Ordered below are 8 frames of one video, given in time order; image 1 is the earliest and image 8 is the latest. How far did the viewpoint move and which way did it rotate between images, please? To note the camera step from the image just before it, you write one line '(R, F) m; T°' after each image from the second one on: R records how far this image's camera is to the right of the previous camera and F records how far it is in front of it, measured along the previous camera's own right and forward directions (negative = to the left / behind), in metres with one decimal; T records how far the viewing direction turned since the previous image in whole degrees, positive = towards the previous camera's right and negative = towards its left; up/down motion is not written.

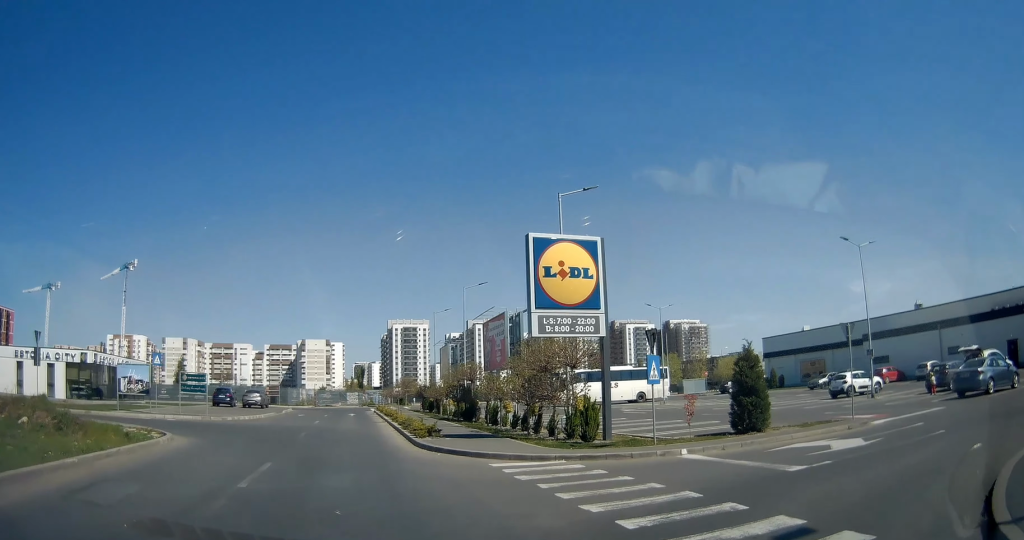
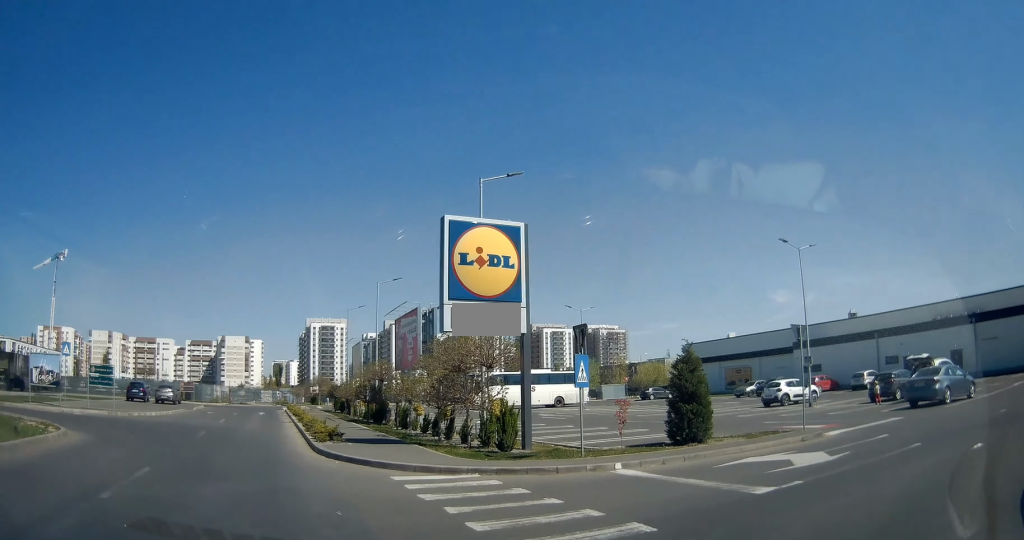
(-0.1, +1.9) m; +7°
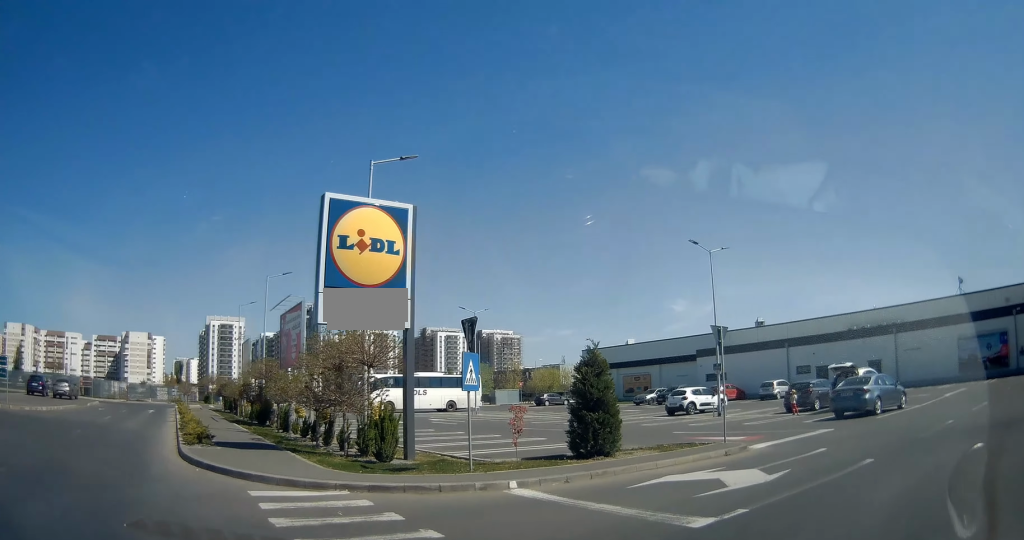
(+0.3, +1.8) m; +7°
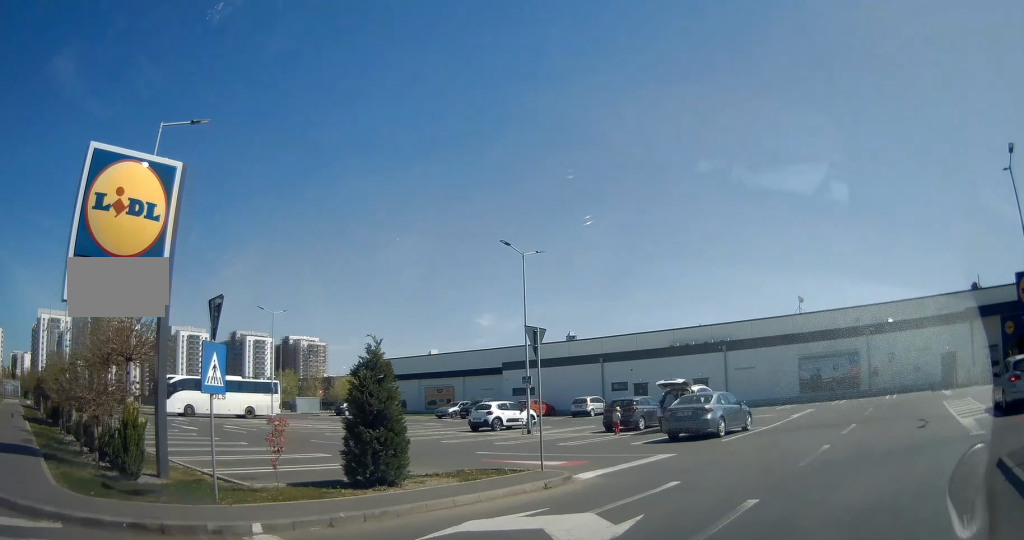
(+0.3, +2.9) m; +12°
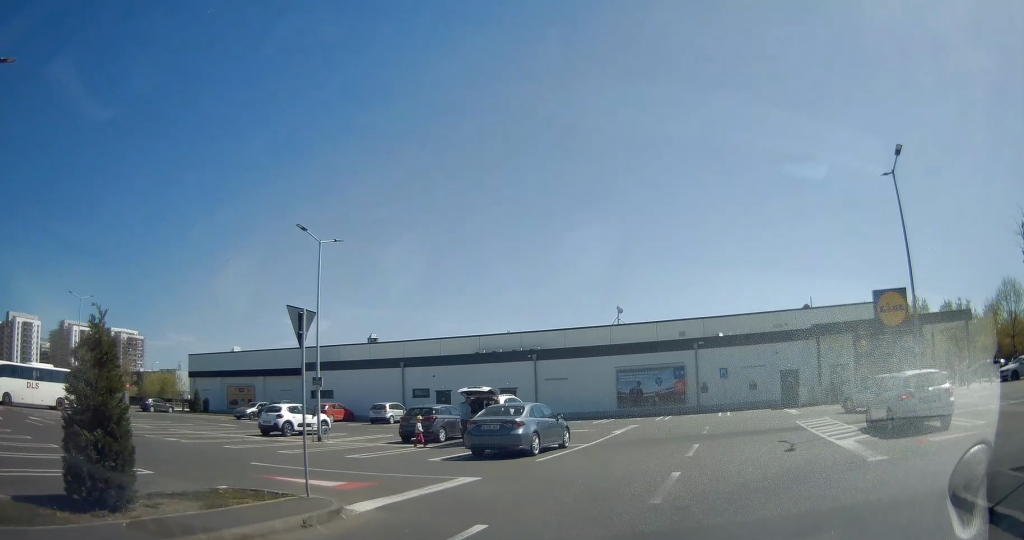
(+0.2, +2.9) m; +13°
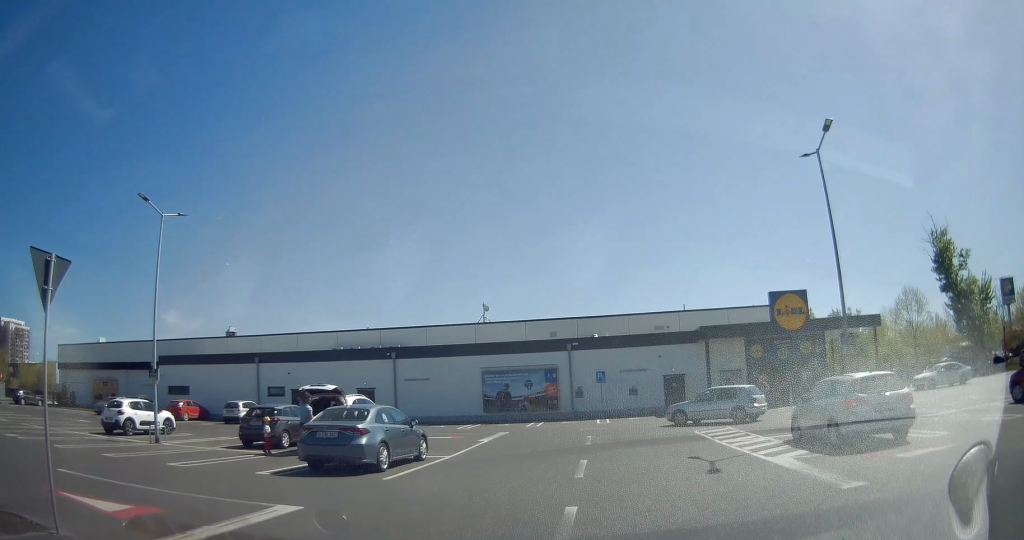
(+0.7, +3.3) m; +14°
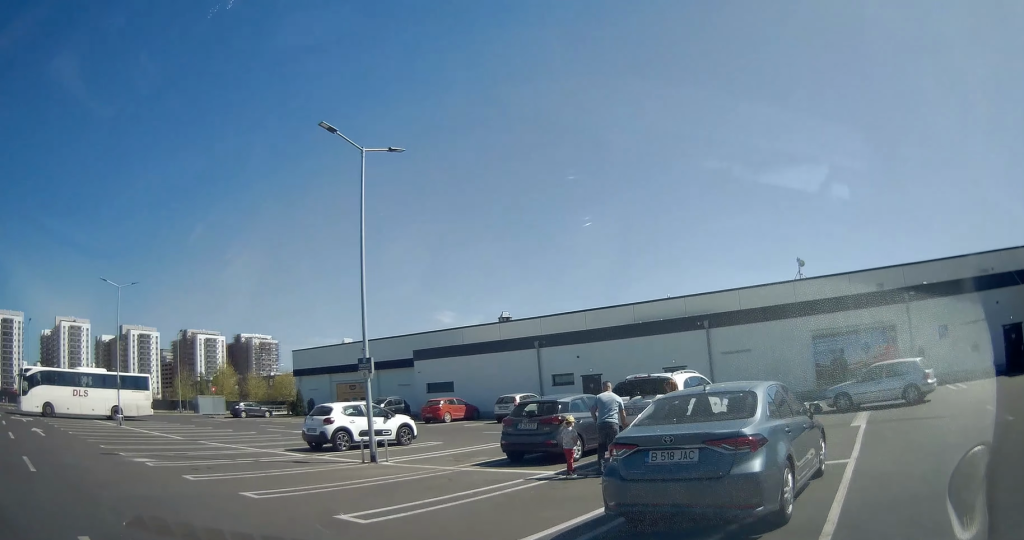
(-0.9, +7.2) m; -31°
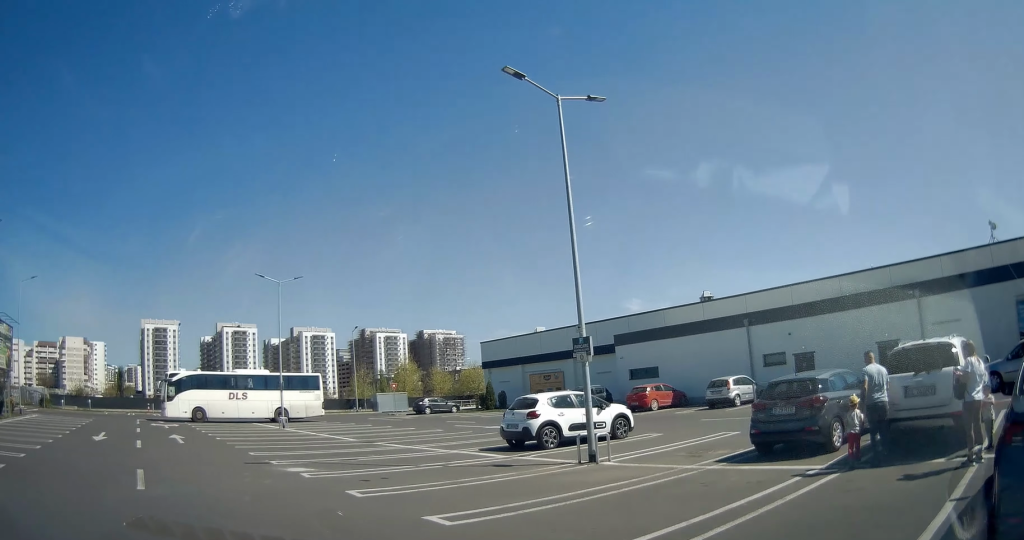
(-0.5, +2.7) m; -14°
